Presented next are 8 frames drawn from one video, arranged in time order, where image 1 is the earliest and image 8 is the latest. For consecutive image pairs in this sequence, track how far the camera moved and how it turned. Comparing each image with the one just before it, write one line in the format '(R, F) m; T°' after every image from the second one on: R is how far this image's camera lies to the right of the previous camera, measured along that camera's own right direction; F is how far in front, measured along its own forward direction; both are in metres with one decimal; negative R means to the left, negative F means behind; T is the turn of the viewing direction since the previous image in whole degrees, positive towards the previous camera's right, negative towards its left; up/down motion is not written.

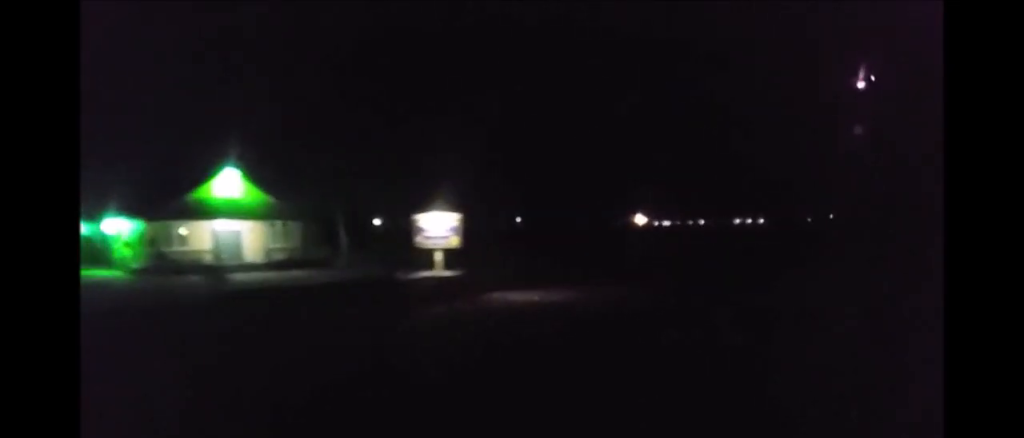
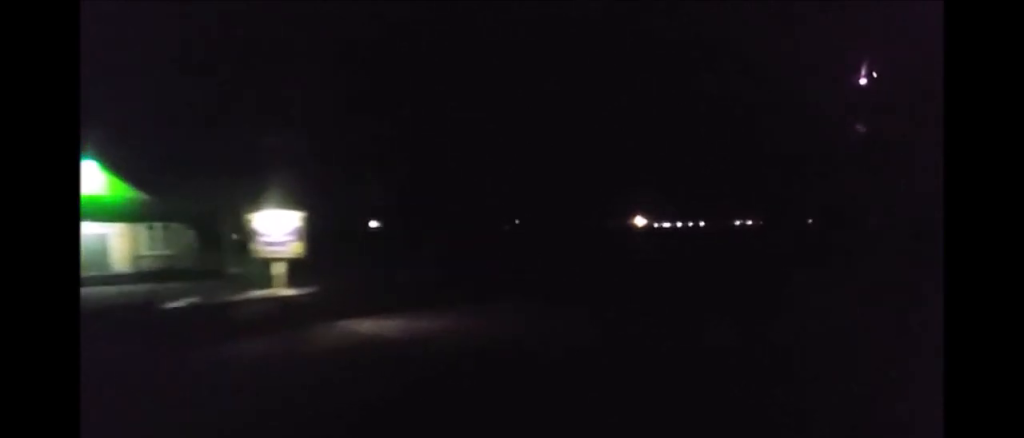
(0.0, +8.5) m; 0°
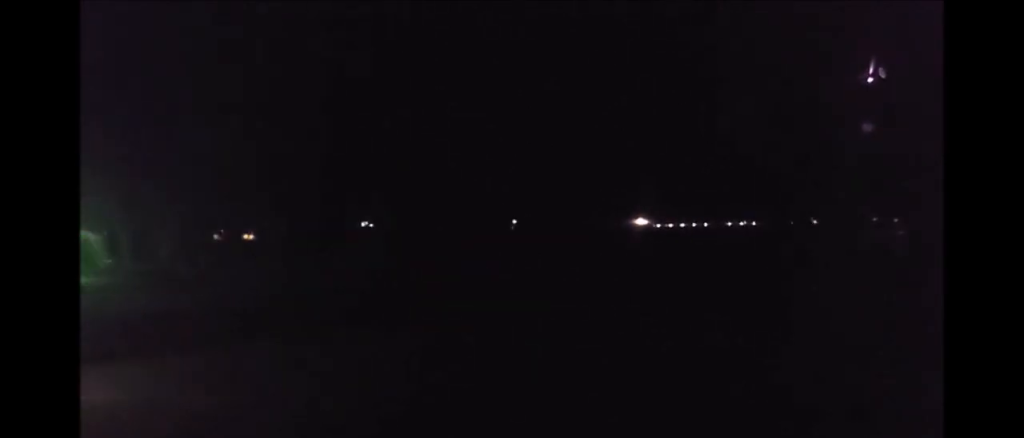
(0.0, +7.8) m; 0°
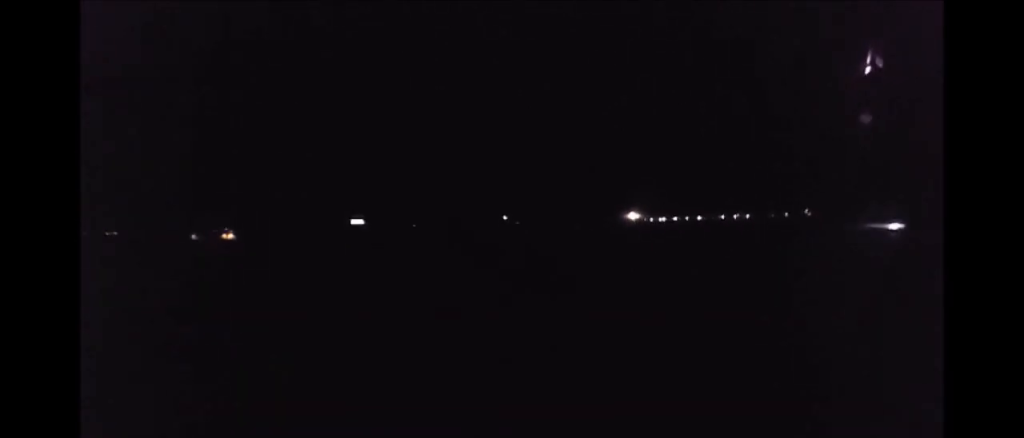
(0.0, +13.4) m; 0°
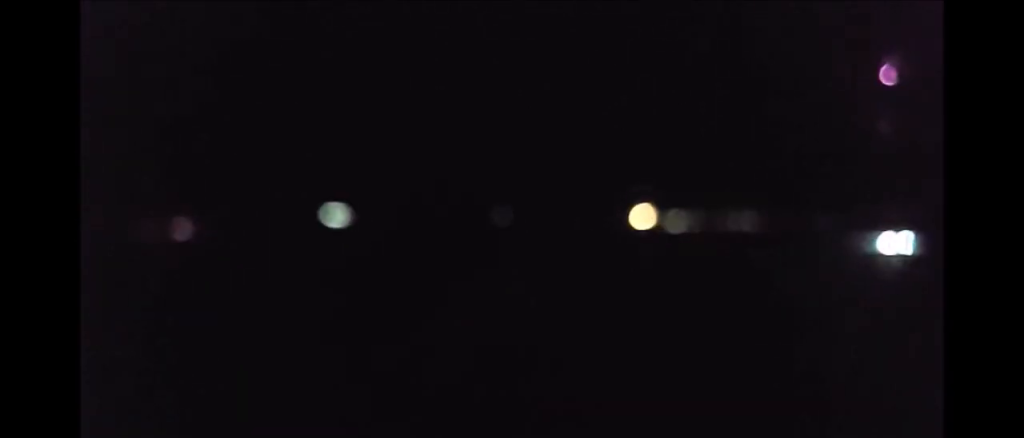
(+0.1, +16.8) m; +2°
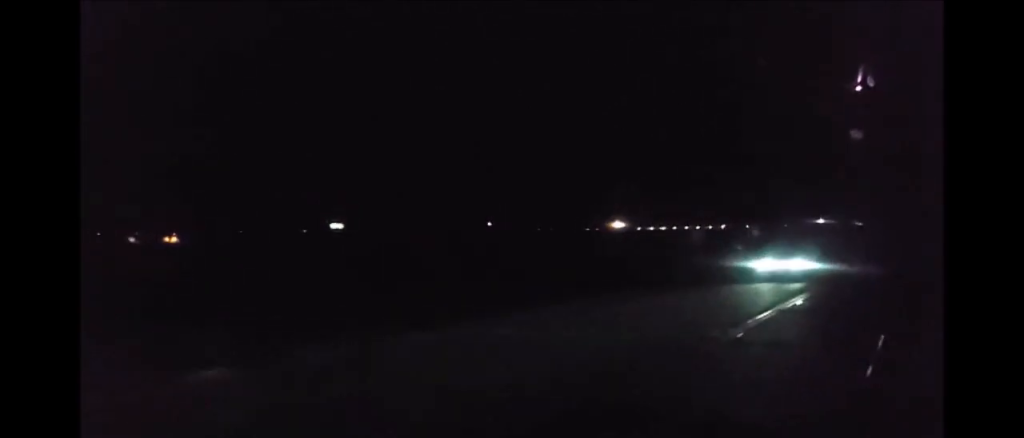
(+0.3, +18.1) m; 0°
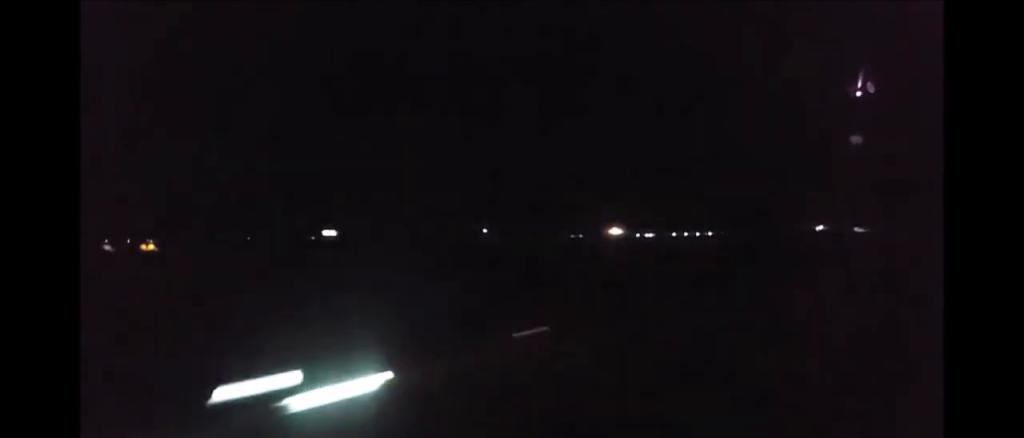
(-0.2, +13.8) m; -1°
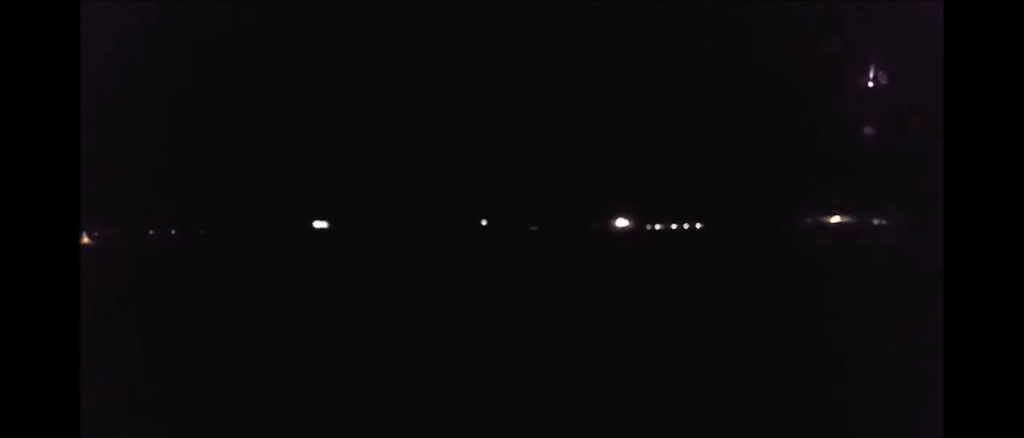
(-1.0, +45.8) m; -2°
